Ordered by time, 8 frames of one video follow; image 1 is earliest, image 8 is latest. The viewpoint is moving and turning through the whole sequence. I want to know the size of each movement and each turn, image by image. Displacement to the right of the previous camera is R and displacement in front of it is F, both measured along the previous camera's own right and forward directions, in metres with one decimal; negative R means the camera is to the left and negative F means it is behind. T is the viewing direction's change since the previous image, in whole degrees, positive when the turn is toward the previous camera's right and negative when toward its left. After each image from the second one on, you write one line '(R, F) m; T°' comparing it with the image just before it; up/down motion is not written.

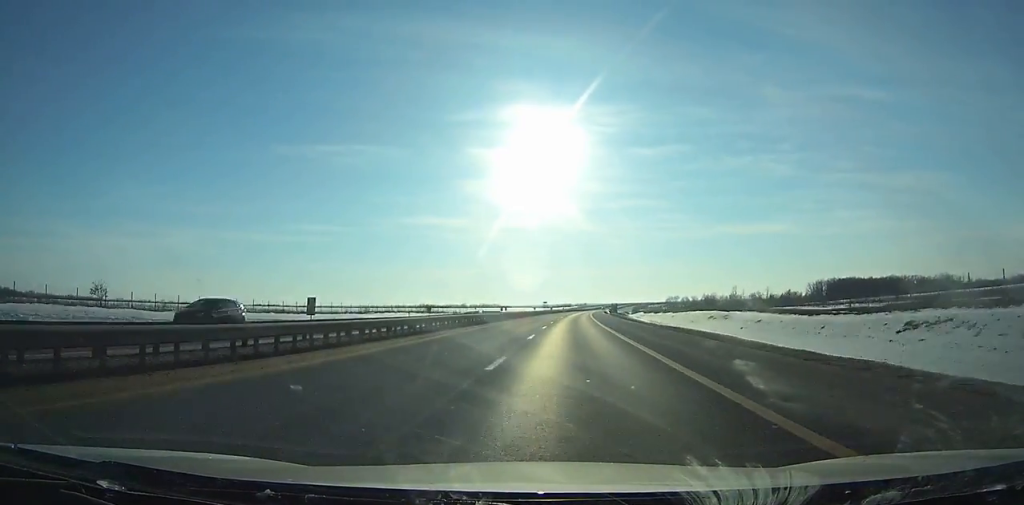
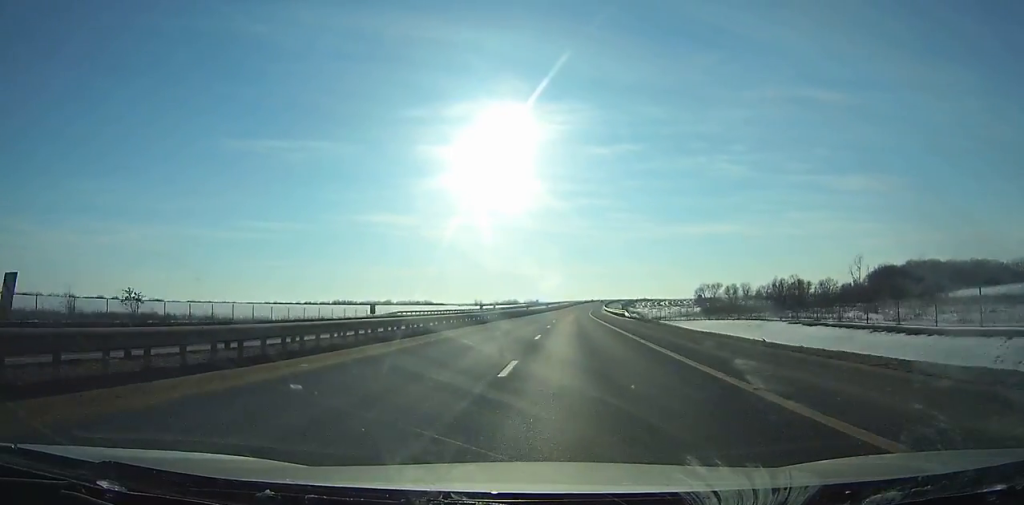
(+6.3, +170.4) m; +5°
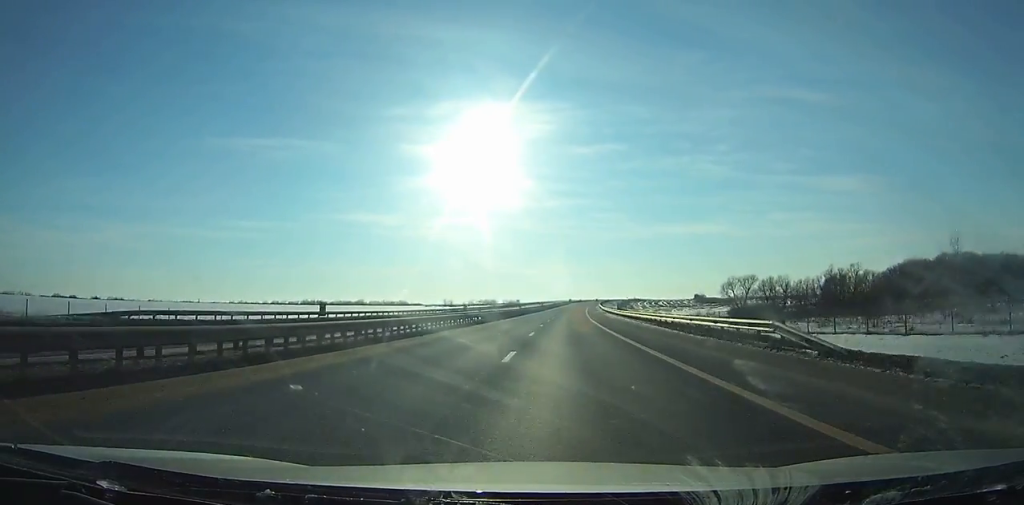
(+0.9, +46.5) m; +1°
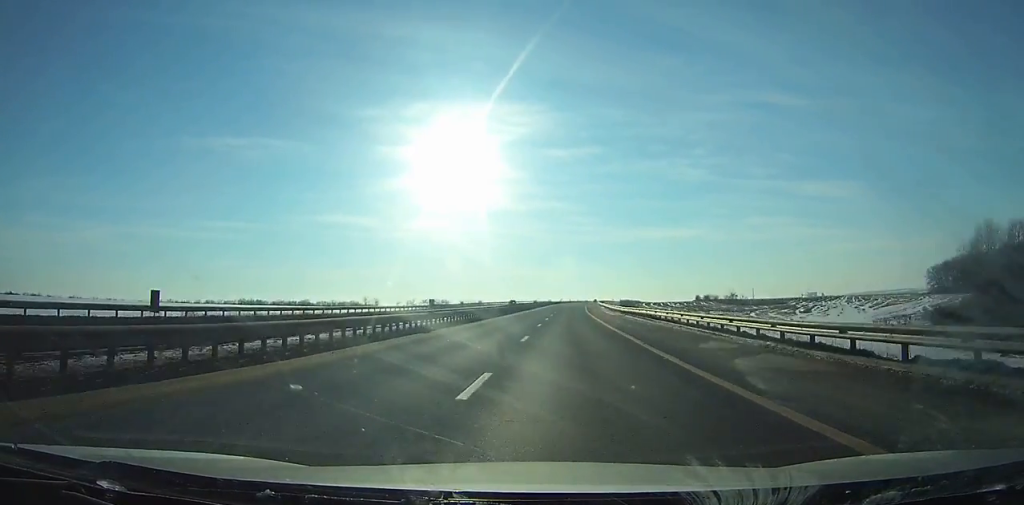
(+1.9, +89.3) m; +2°
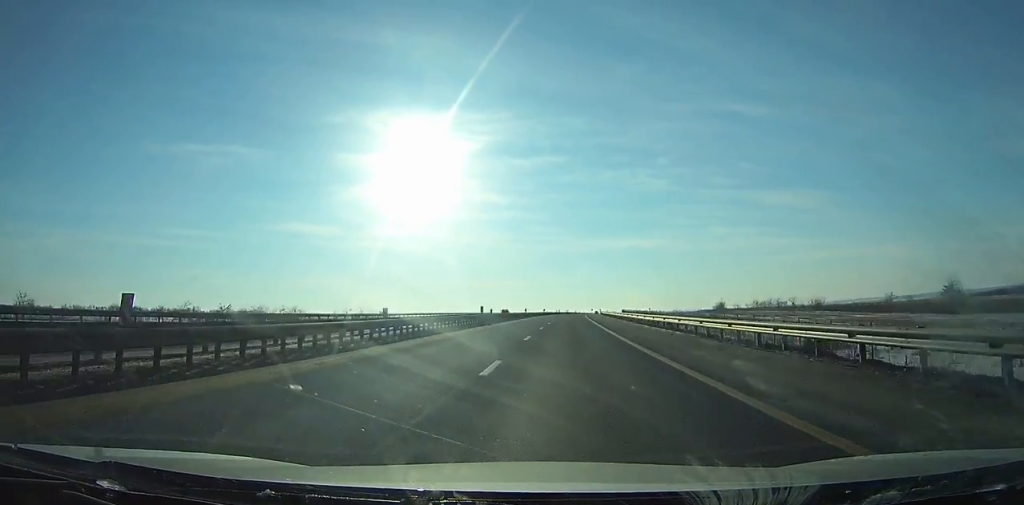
(+4.4, +139.1) m; +4°
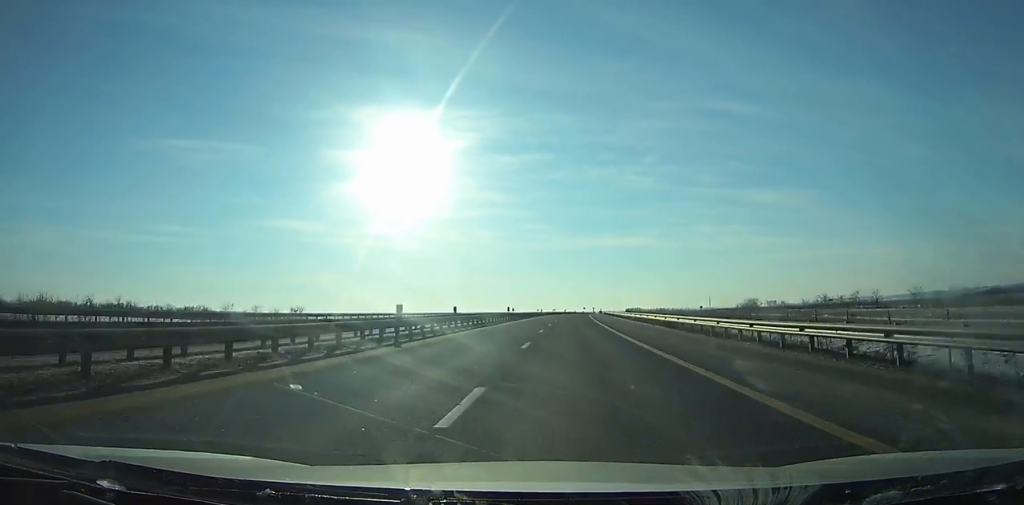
(+1.0, +63.9) m; +2°
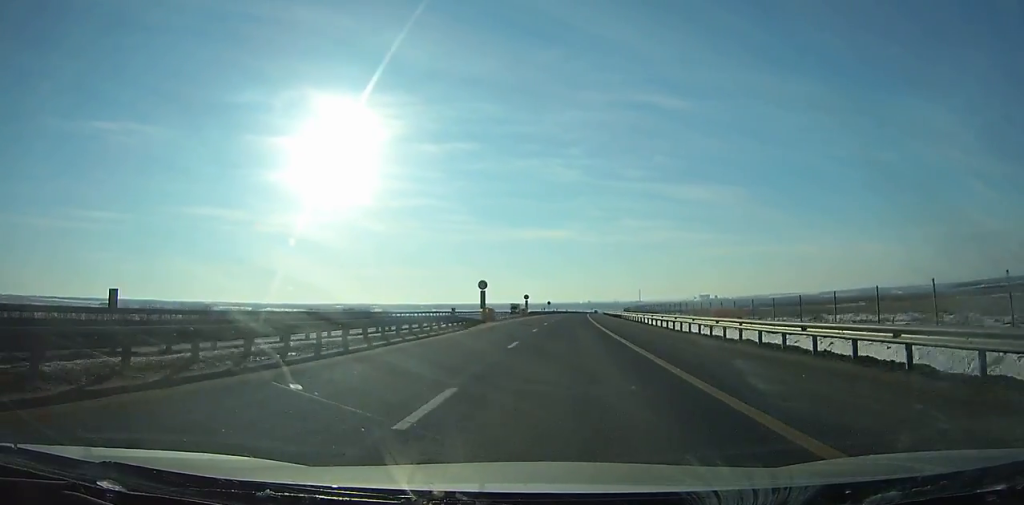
(+16.8, +271.3) m; +7°
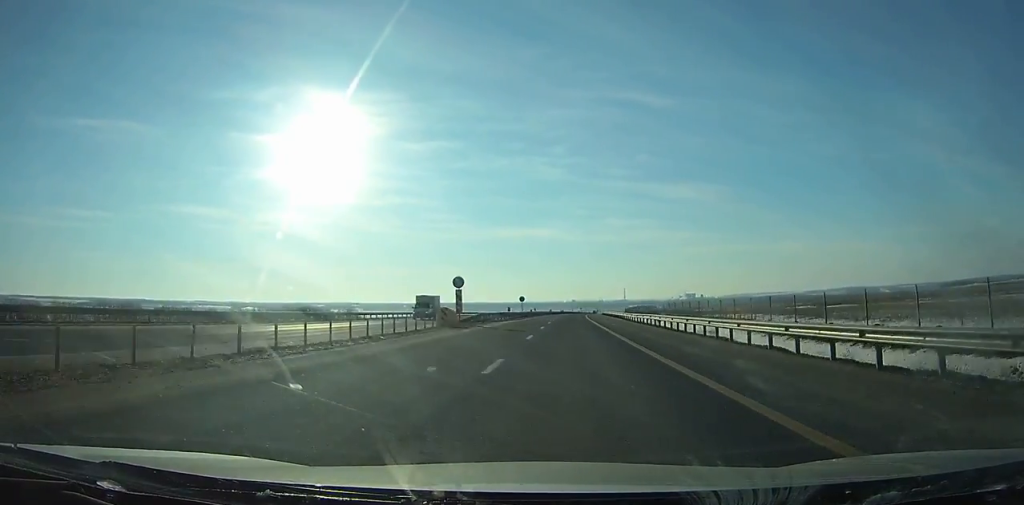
(+1.0, +54.7) m; +1°
